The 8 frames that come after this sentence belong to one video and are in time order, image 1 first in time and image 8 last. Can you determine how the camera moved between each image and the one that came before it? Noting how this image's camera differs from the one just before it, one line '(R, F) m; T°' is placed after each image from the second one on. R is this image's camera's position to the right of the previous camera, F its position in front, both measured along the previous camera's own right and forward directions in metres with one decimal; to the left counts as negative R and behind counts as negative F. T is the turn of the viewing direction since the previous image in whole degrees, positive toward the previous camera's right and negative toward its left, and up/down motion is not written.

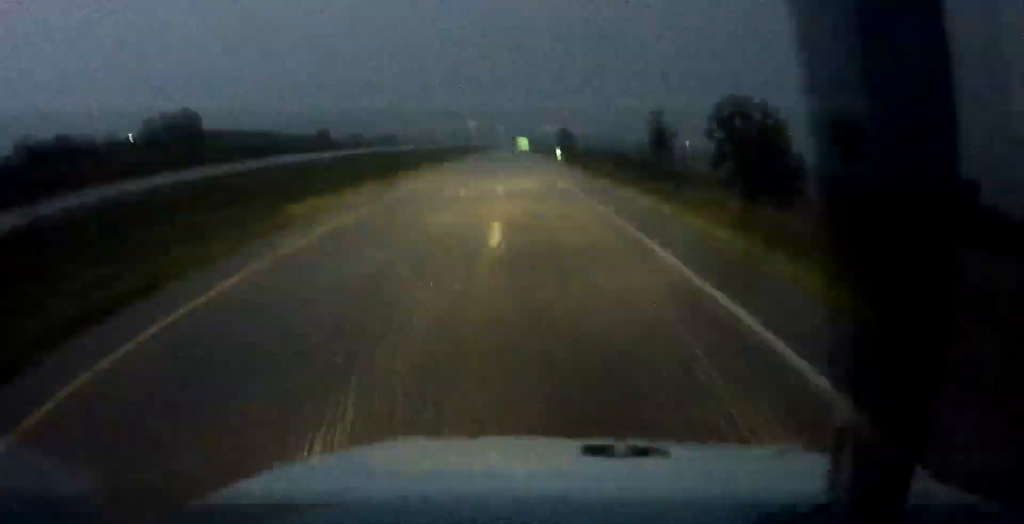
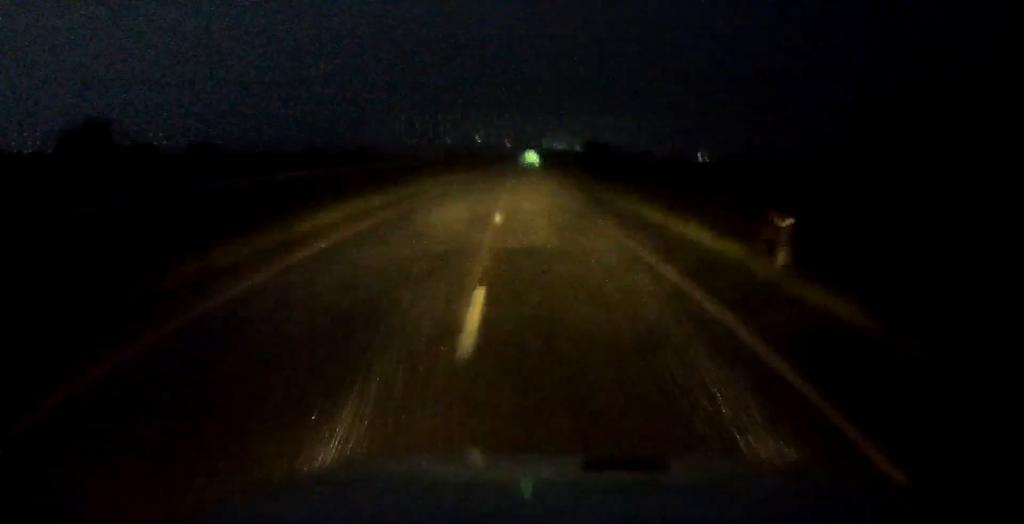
(-0.3, +67.4) m; 0°
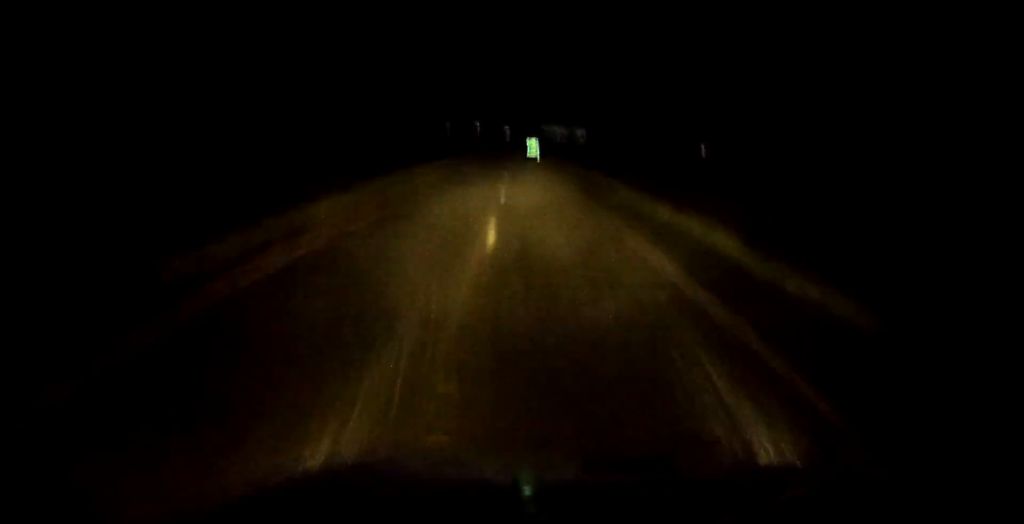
(0.0, +17.8) m; 0°
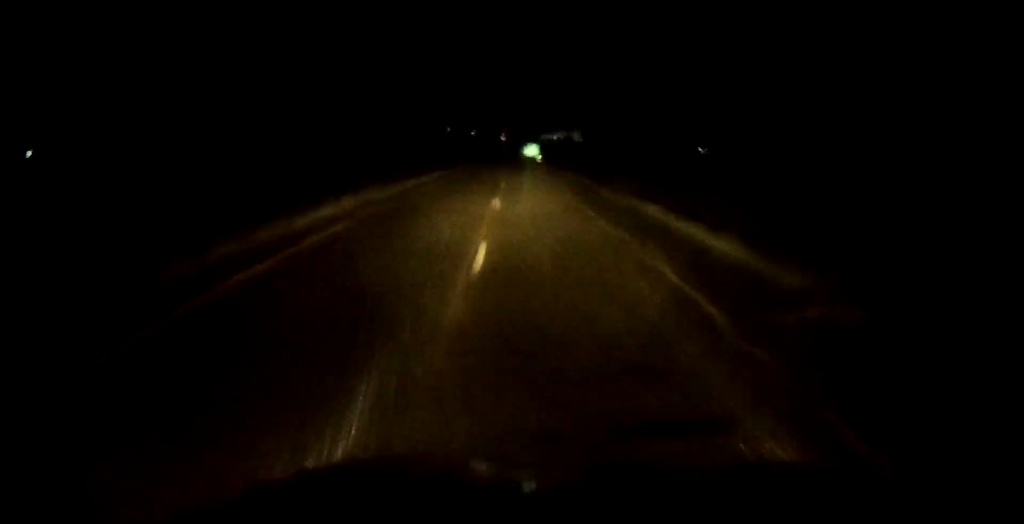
(0.0, +27.2) m; 0°
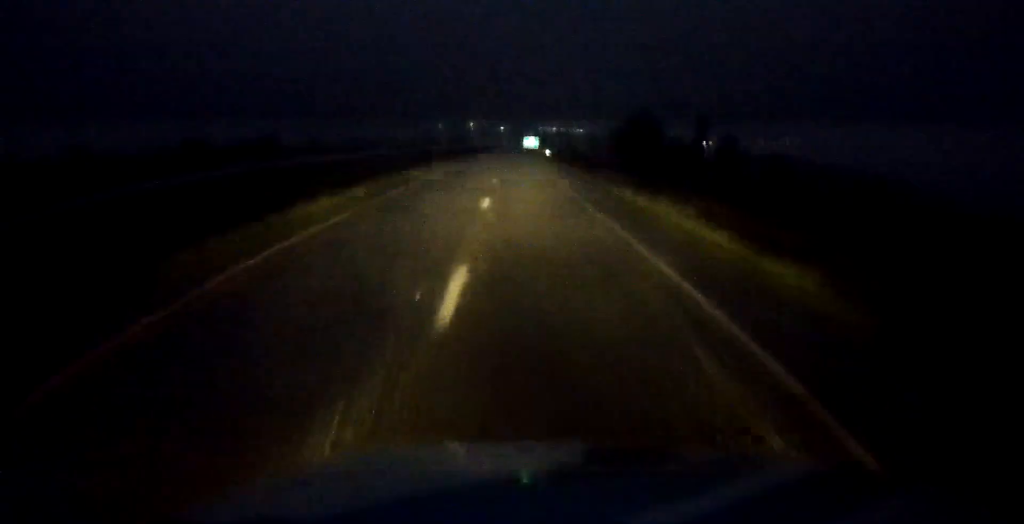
(0.0, +39.9) m; 0°
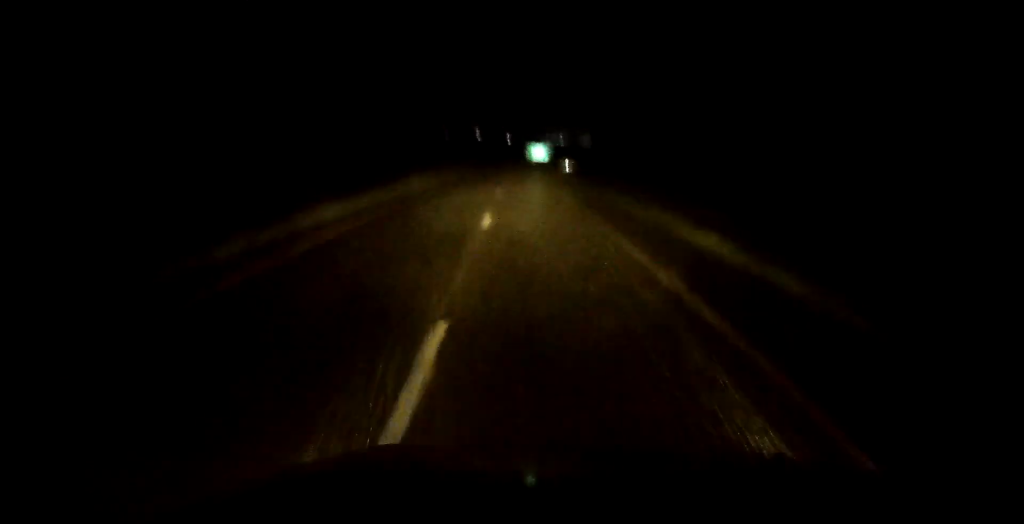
(0.0, +27.3) m; 0°
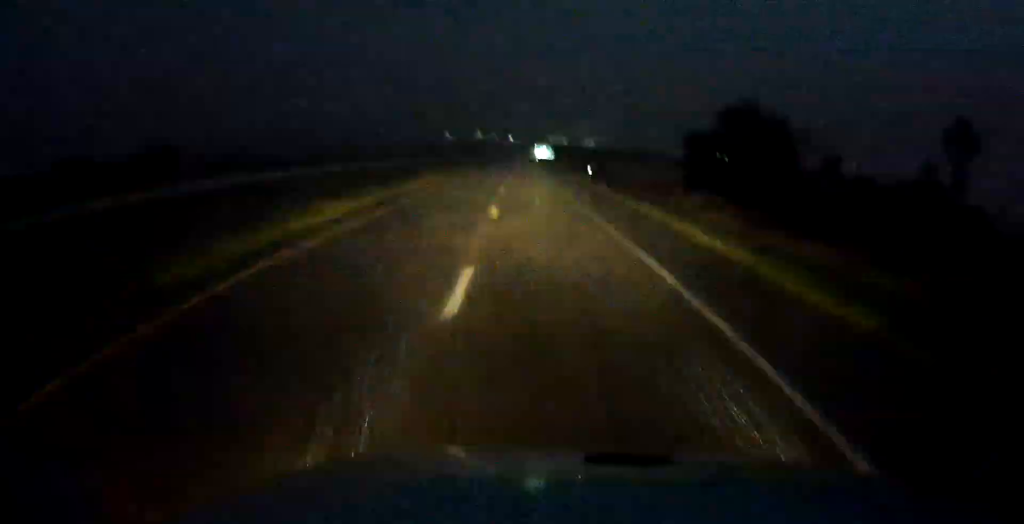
(0.0, +21.1) m; 0°
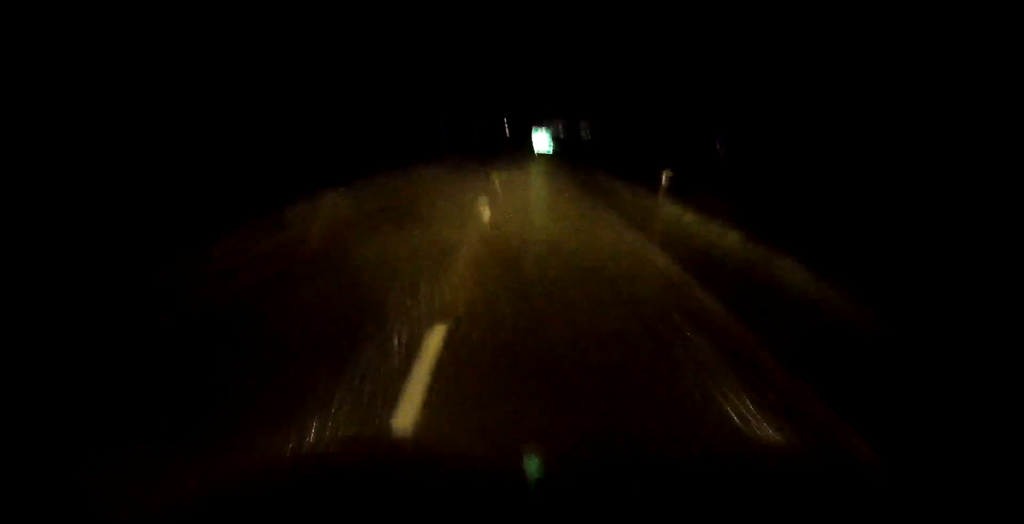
(0.0, +28.5) m; 0°
